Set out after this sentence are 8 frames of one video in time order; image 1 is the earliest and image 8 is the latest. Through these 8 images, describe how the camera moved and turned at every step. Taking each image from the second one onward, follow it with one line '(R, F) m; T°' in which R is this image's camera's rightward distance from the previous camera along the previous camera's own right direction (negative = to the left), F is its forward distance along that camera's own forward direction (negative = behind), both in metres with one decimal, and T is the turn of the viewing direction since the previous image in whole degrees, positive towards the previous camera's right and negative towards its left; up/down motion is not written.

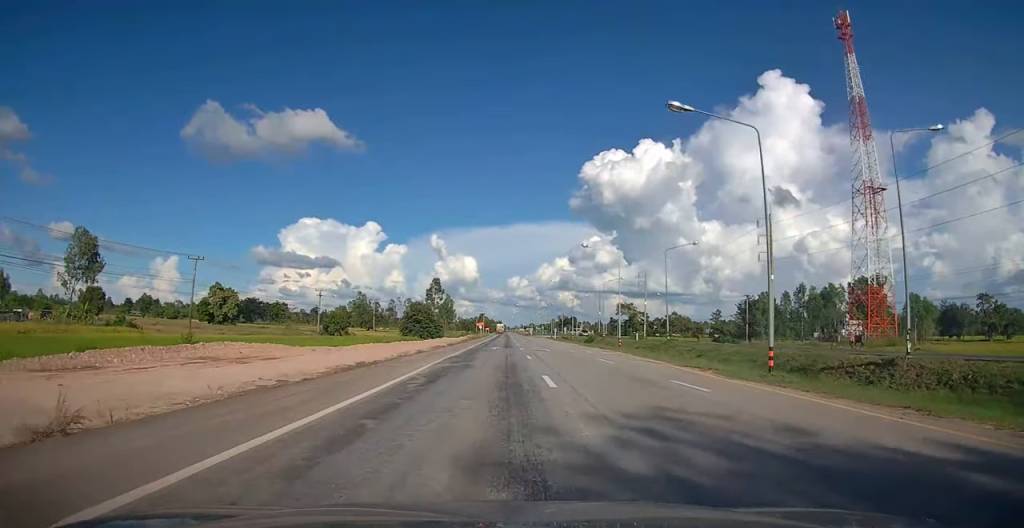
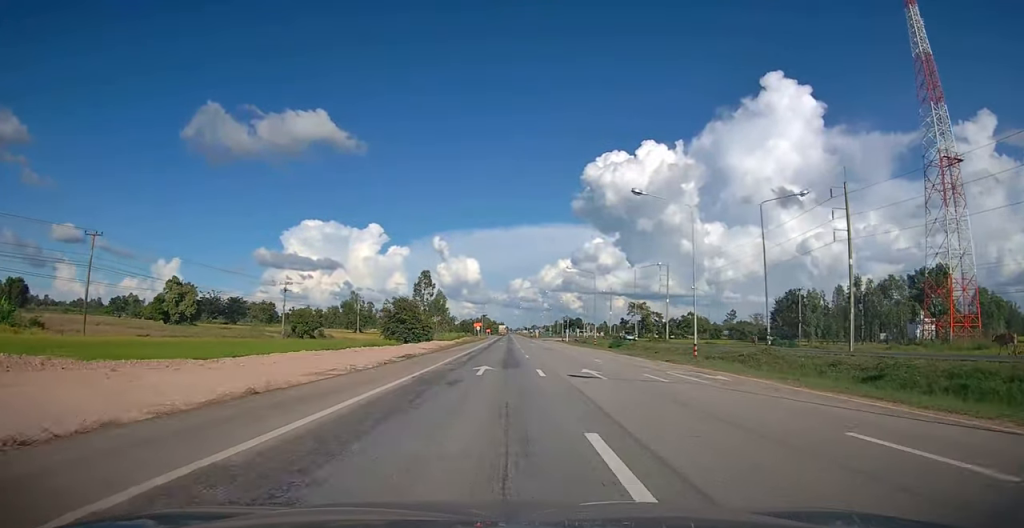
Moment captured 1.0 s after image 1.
(+0.1, +20.3) m; 0°
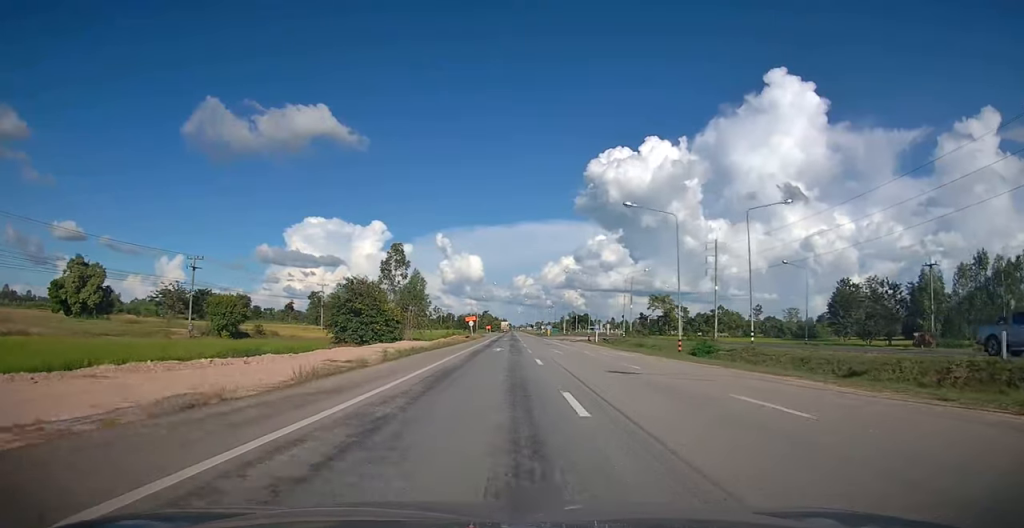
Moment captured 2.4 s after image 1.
(0.0, +31.5) m; 0°
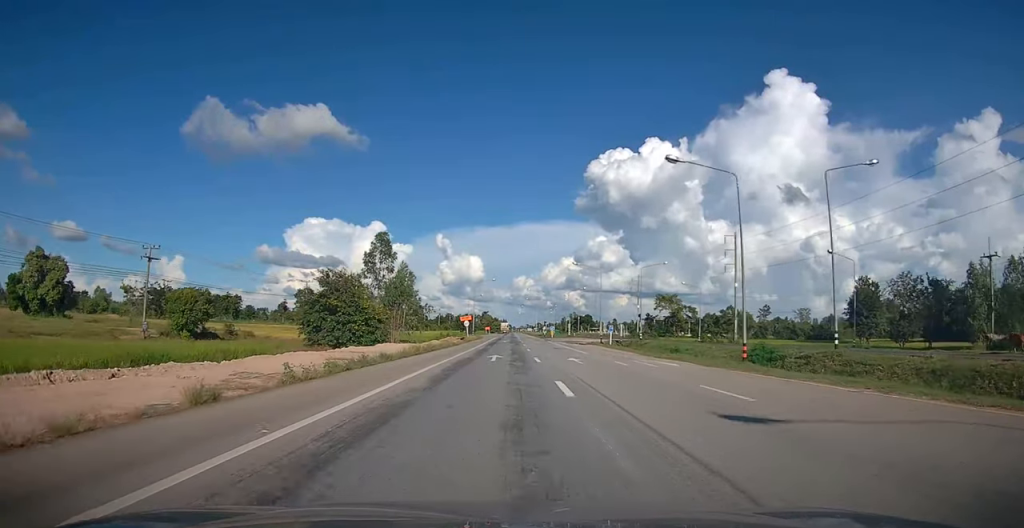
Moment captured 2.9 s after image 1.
(+0.1, +10.0) m; 0°
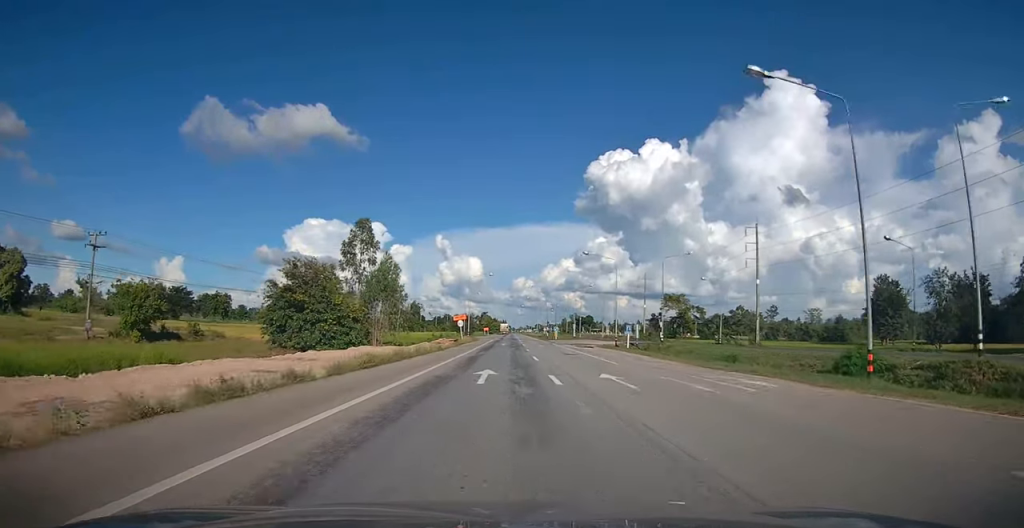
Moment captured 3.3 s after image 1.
(0.0, +9.3) m; 0°
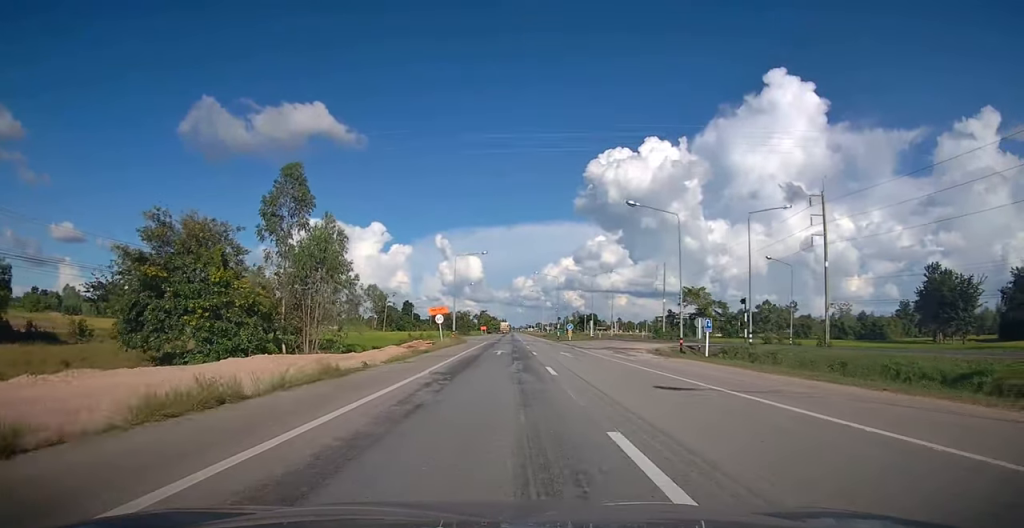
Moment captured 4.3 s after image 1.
(0.0, +21.2) m; 0°
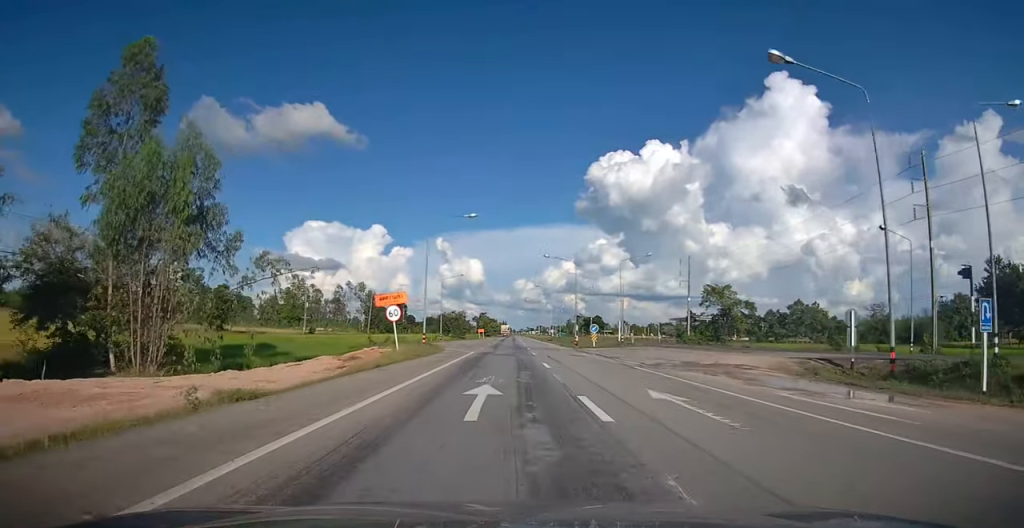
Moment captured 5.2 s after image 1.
(-0.1, +20.1) m; 0°
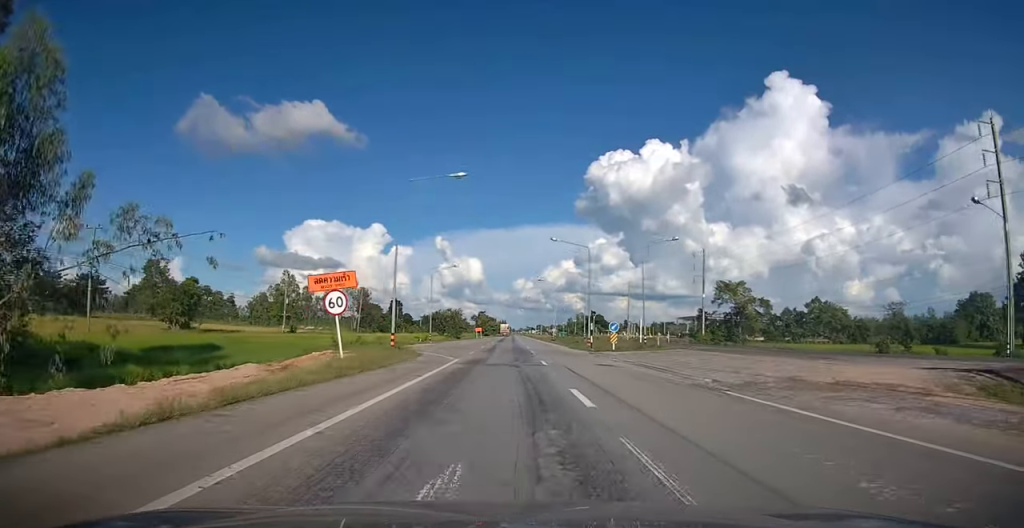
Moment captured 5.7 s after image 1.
(0.0, +10.1) m; 0°
